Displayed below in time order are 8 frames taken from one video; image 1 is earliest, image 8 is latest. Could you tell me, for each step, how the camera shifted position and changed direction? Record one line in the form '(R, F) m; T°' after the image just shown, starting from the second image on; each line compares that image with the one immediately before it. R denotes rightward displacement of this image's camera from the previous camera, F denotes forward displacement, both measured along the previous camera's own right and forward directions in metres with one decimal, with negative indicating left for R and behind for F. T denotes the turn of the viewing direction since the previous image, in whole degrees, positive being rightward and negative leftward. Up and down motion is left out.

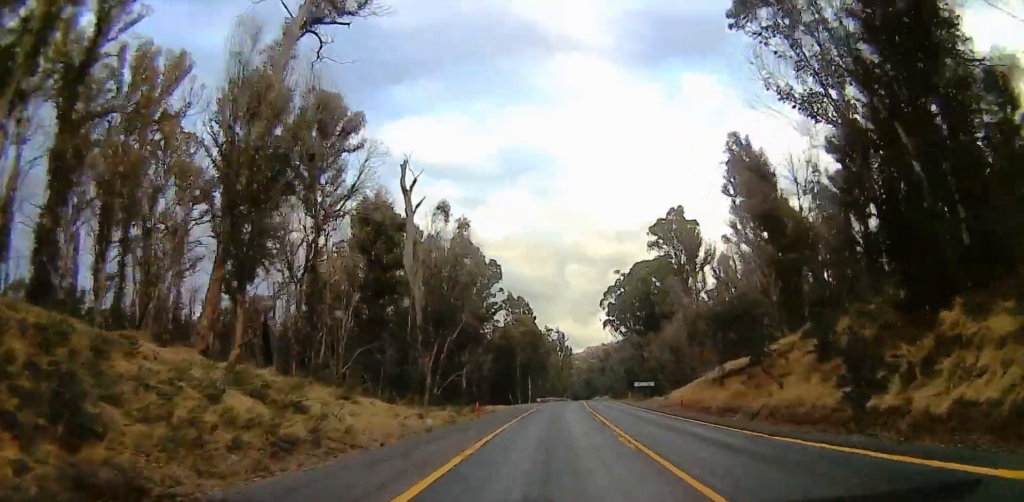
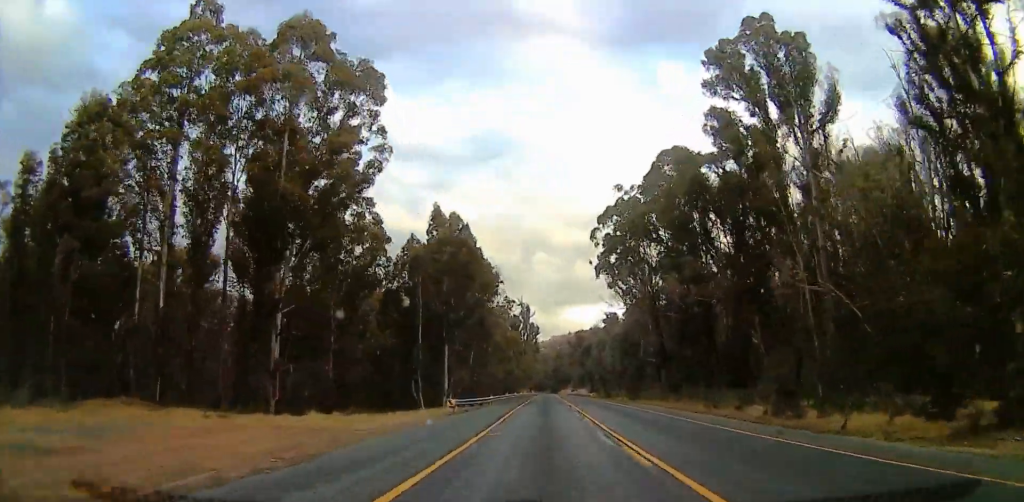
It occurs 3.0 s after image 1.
(+0.8, +80.1) m; +3°
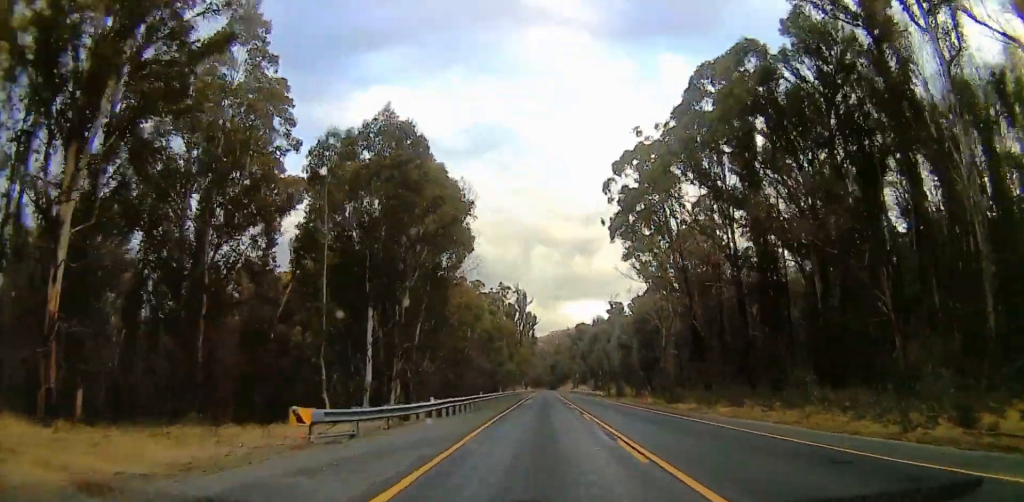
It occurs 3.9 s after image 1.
(+0.4, +24.3) m; +1°
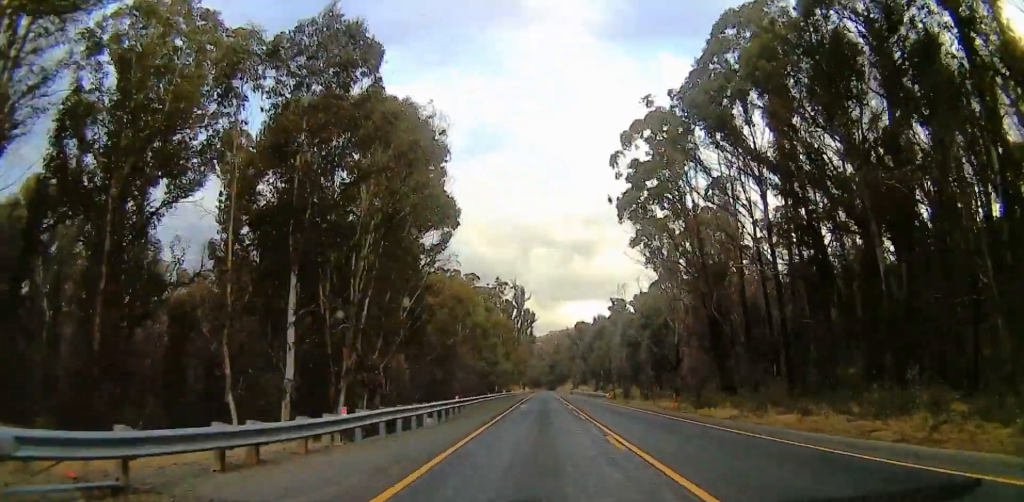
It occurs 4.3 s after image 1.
(-0.3, +9.7) m; 0°
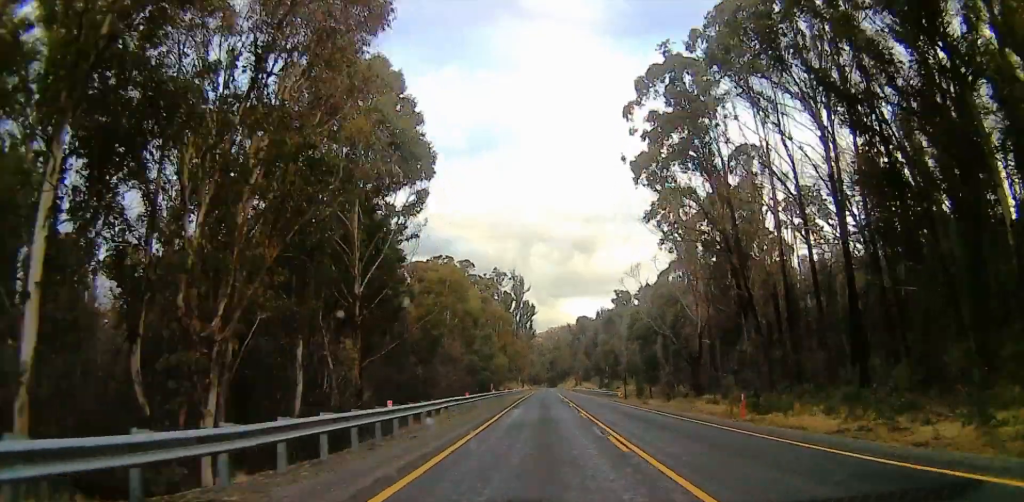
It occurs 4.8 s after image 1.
(-0.1, +11.7) m; 0°
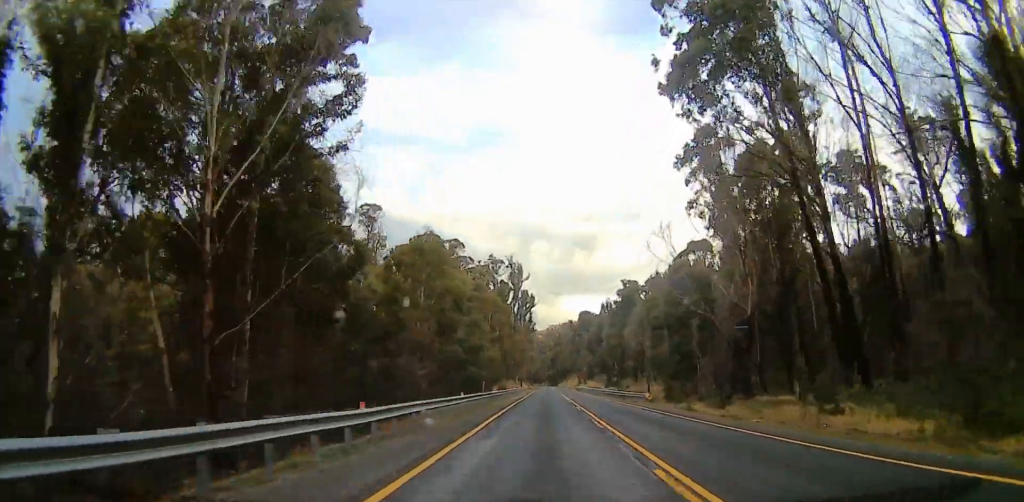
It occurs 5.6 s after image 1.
(+0.7, +18.4) m; 0°
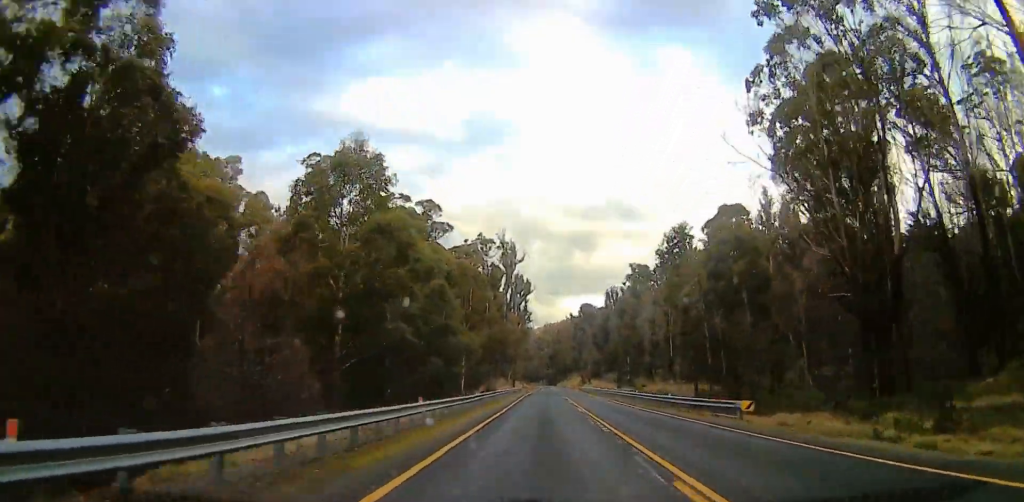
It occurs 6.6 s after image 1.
(-1.0, +24.8) m; 0°
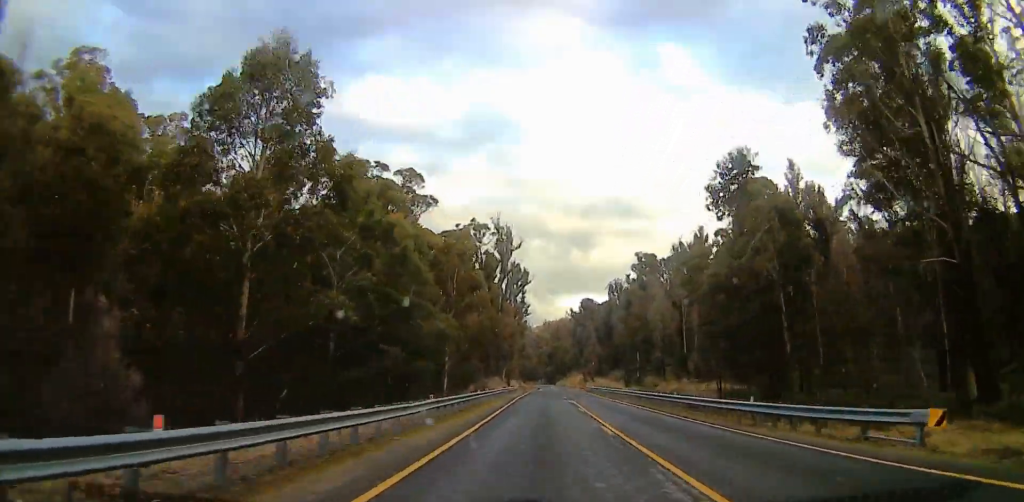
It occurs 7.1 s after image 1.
(+0.4, +13.2) m; 0°
